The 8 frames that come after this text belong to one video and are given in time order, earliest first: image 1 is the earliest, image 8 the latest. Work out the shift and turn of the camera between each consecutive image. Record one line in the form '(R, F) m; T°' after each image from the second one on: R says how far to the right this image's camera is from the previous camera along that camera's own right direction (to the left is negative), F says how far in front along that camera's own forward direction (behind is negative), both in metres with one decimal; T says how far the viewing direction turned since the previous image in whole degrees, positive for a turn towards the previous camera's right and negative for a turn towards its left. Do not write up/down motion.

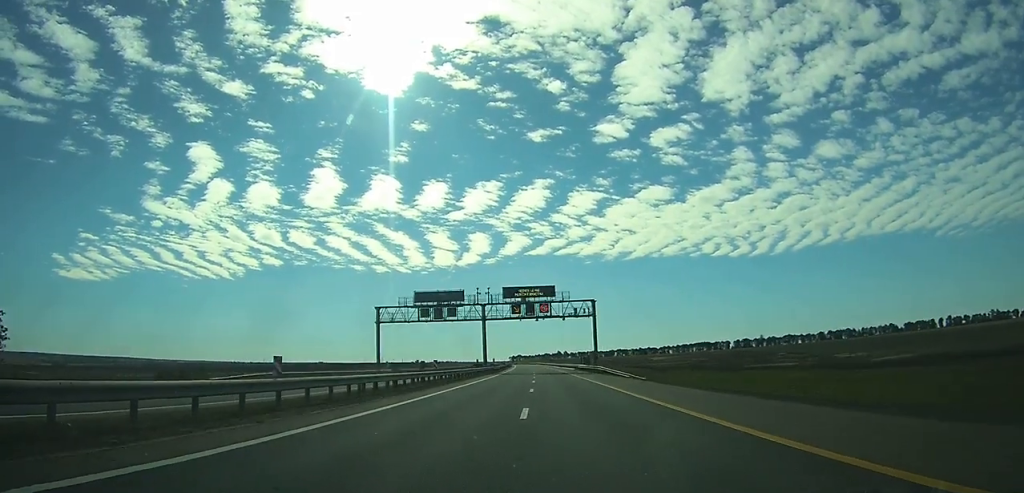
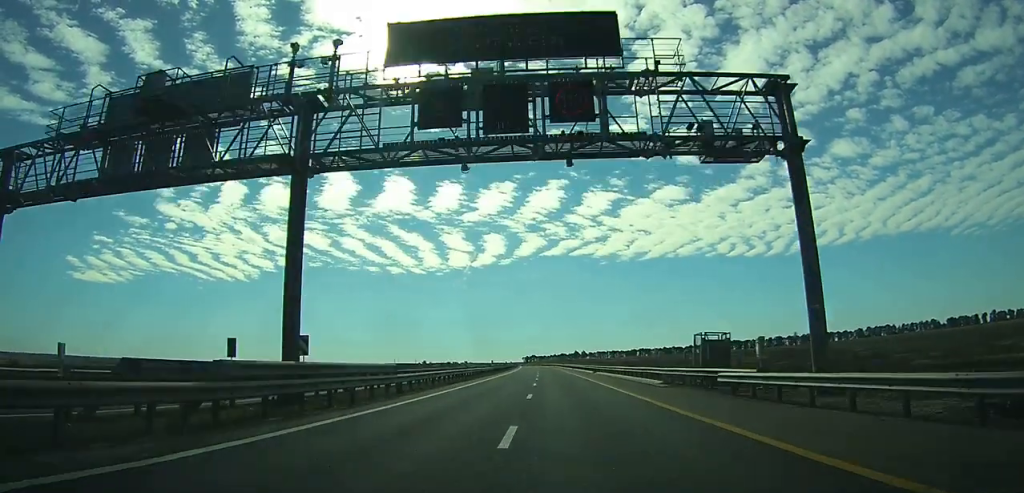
(-0.7, +64.4) m; -1°
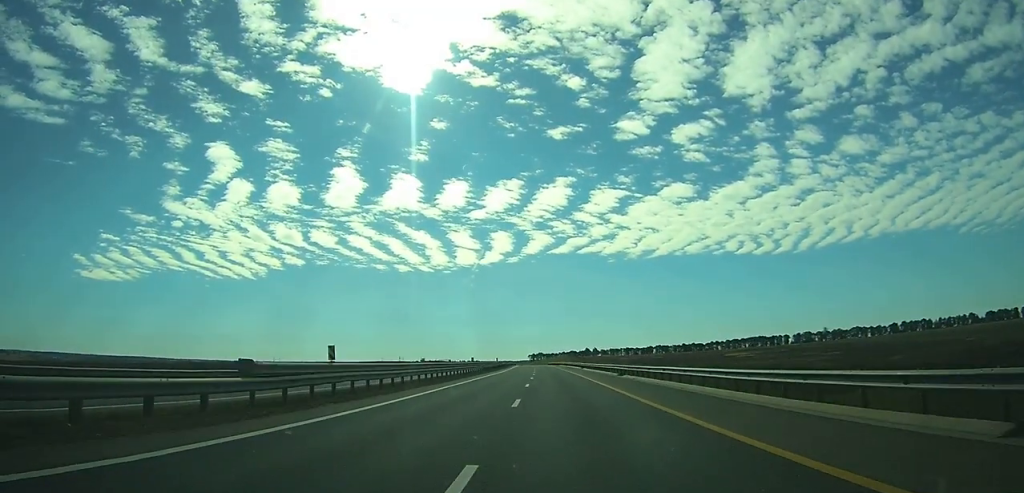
(-0.5, +64.2) m; -1°
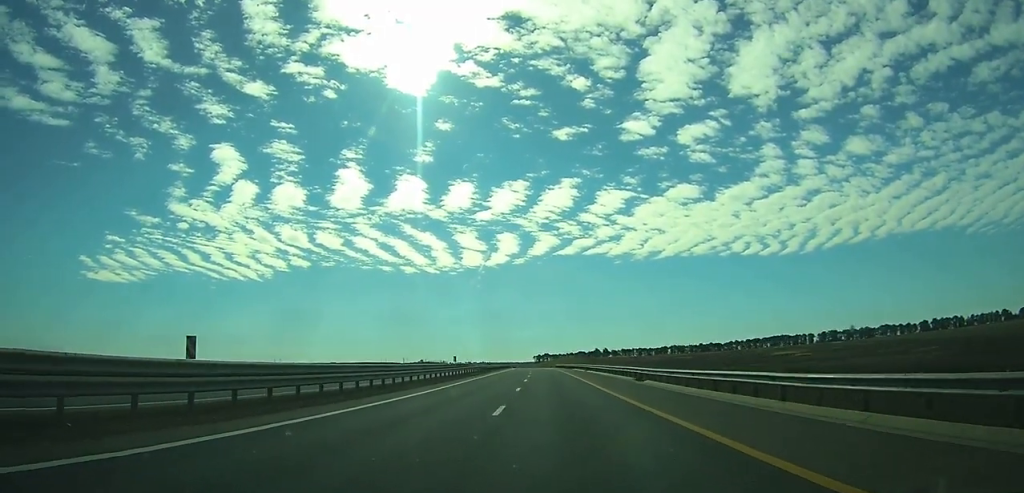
(-0.2, +50.1) m; -1°
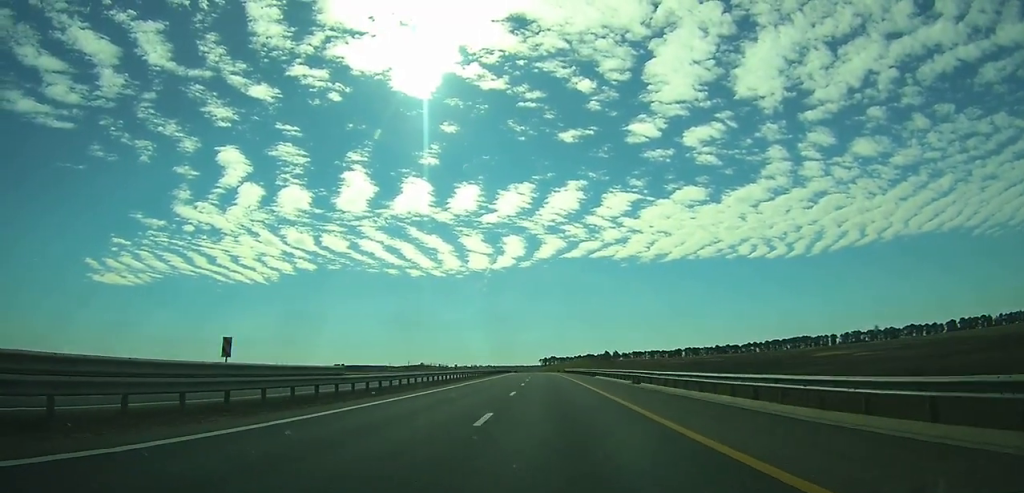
(-0.1, +38.0) m; -1°
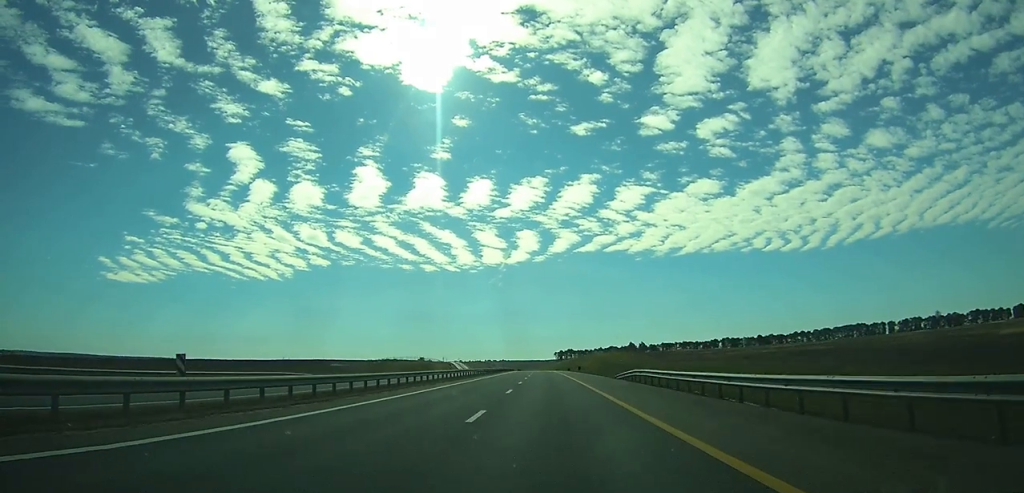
(-1.1, +83.4) m; -2°
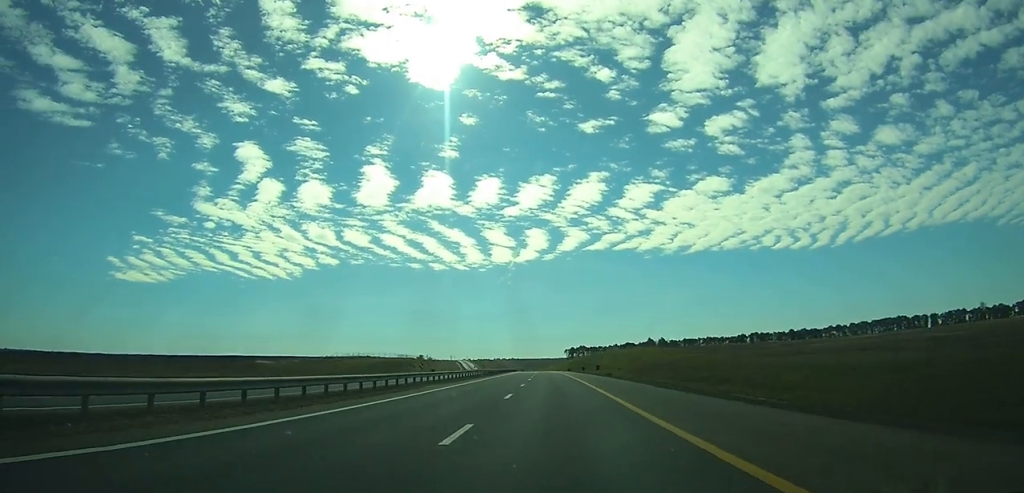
(-0.5, +51.3) m; -1°
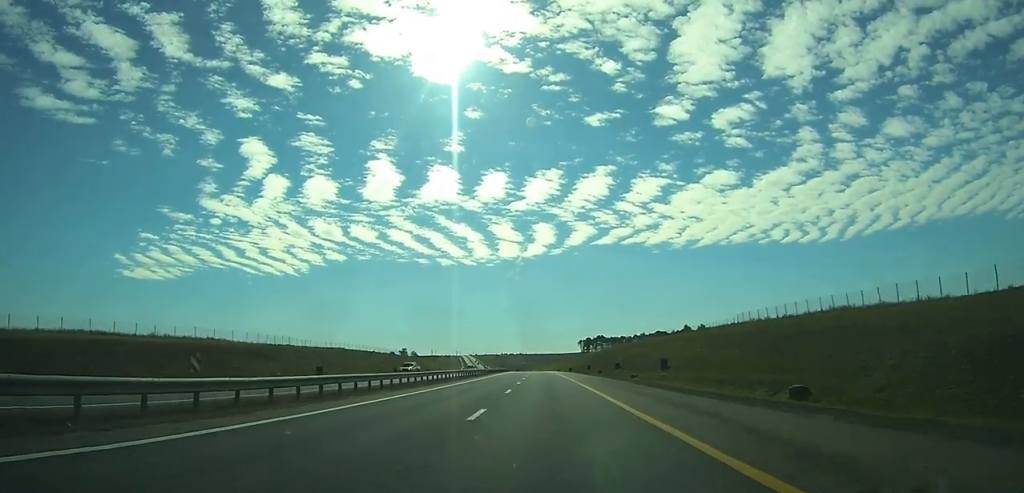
(-1.3, +104.0) m; -1°
